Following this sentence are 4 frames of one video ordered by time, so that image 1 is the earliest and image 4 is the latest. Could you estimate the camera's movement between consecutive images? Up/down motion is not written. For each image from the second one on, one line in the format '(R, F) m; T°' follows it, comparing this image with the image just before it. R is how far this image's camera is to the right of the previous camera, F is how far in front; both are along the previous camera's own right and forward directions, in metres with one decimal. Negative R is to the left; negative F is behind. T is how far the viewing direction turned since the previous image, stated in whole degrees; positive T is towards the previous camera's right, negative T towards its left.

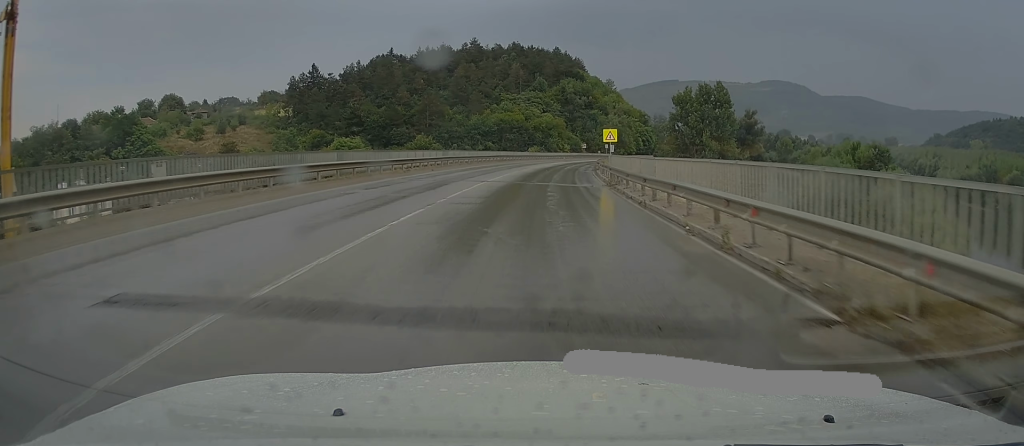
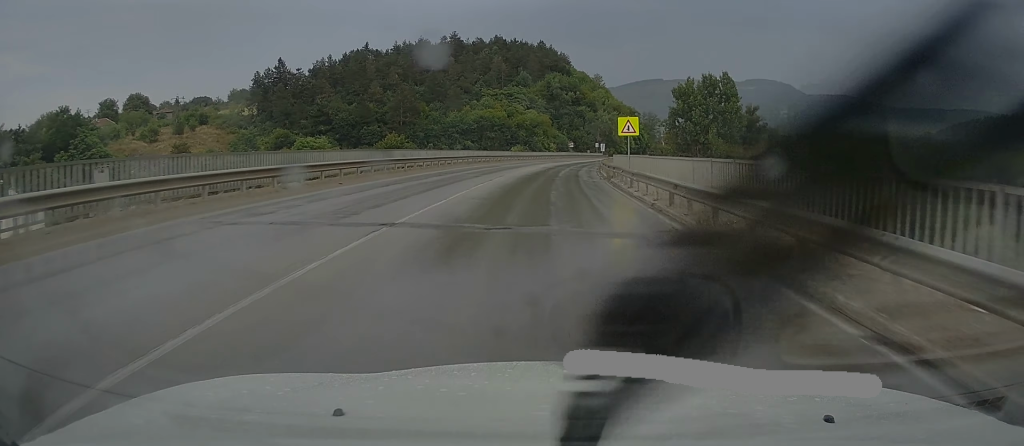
(+0.5, +16.0) m; +1°
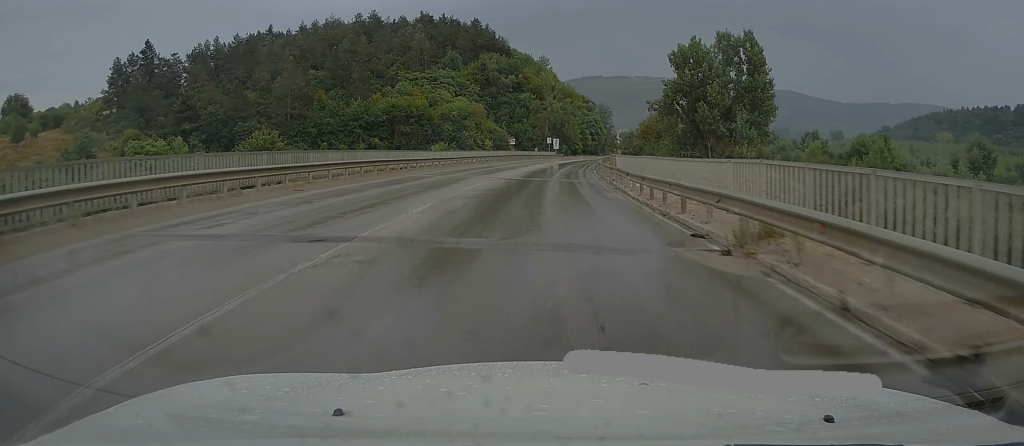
(+0.7, +45.0) m; +4°
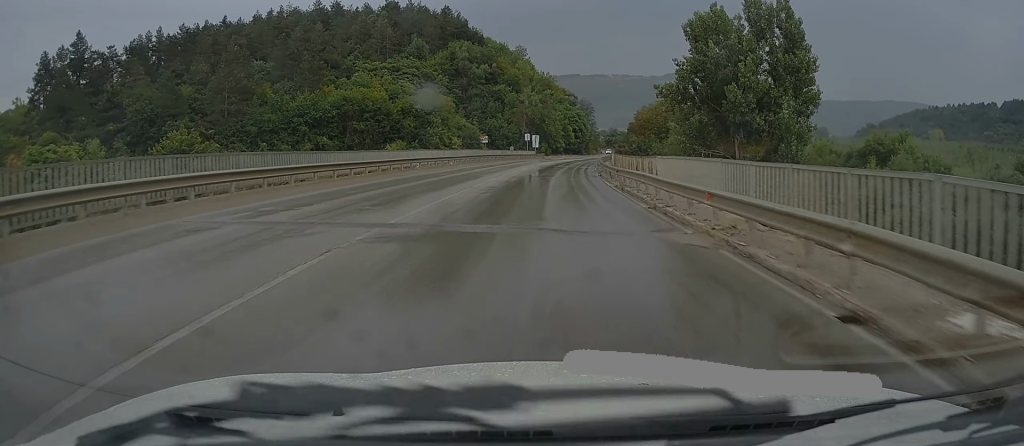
(+0.7, +19.5) m; +2°
